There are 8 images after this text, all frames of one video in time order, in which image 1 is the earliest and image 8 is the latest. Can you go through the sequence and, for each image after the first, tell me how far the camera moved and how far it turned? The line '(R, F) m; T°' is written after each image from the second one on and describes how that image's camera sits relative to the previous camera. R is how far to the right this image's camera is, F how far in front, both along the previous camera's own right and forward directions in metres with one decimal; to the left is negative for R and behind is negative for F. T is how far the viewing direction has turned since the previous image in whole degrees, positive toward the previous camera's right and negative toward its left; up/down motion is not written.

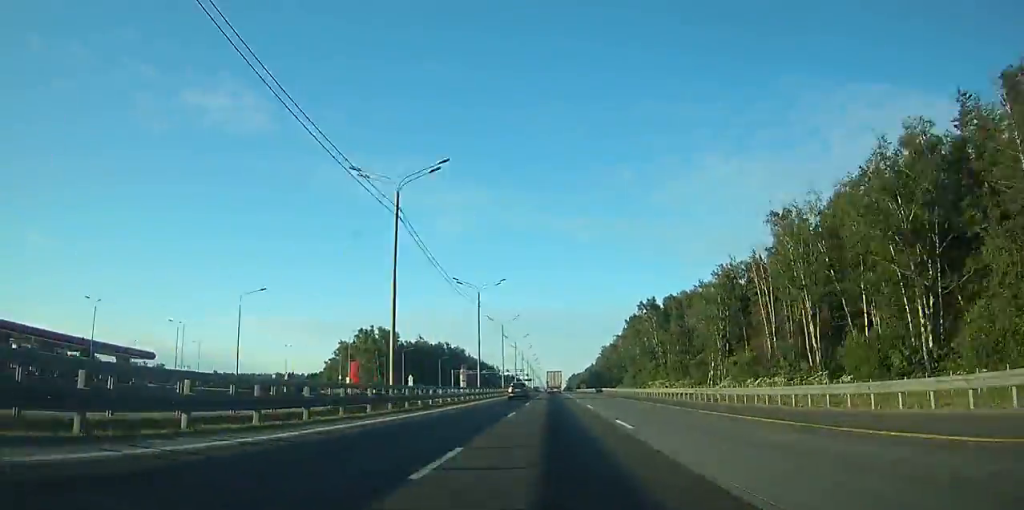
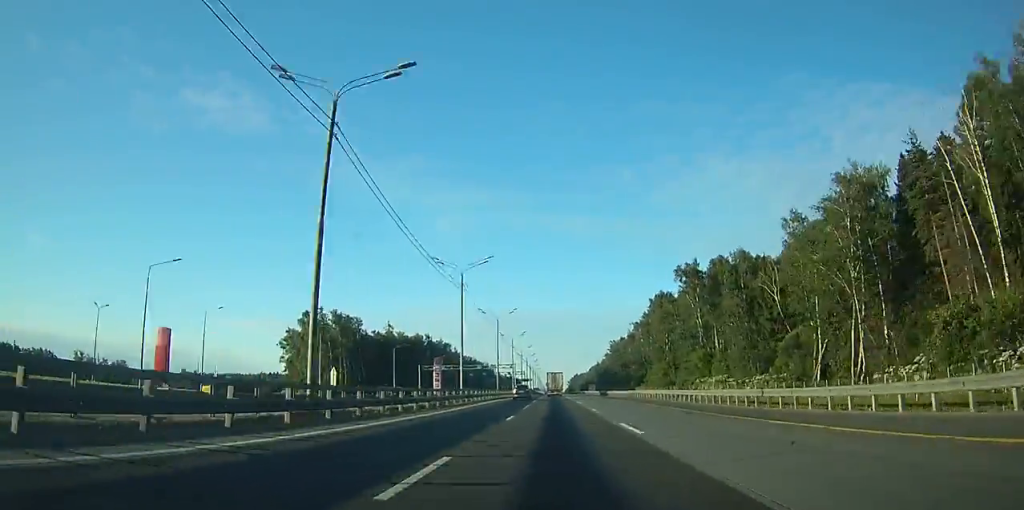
(-0.2, +47.9) m; 0°
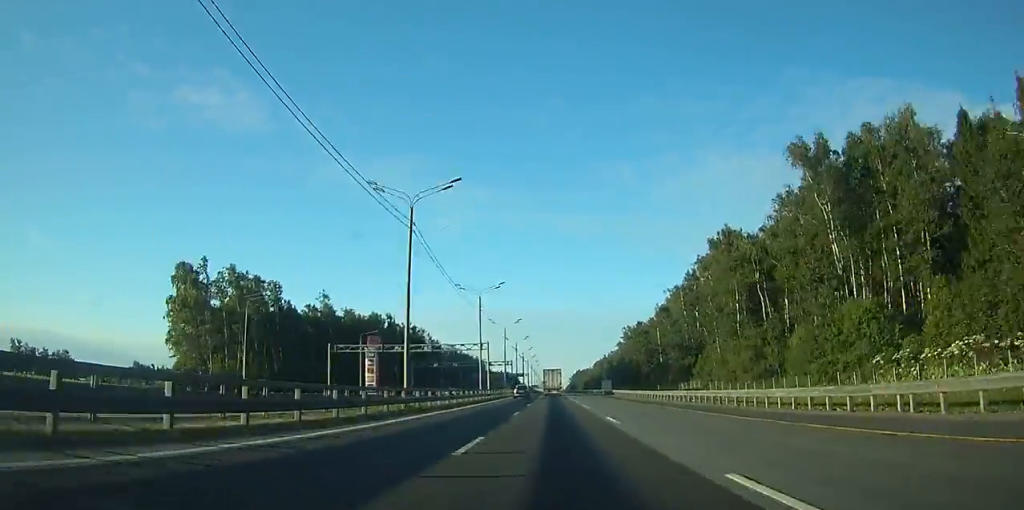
(+0.1, +54.4) m; 0°
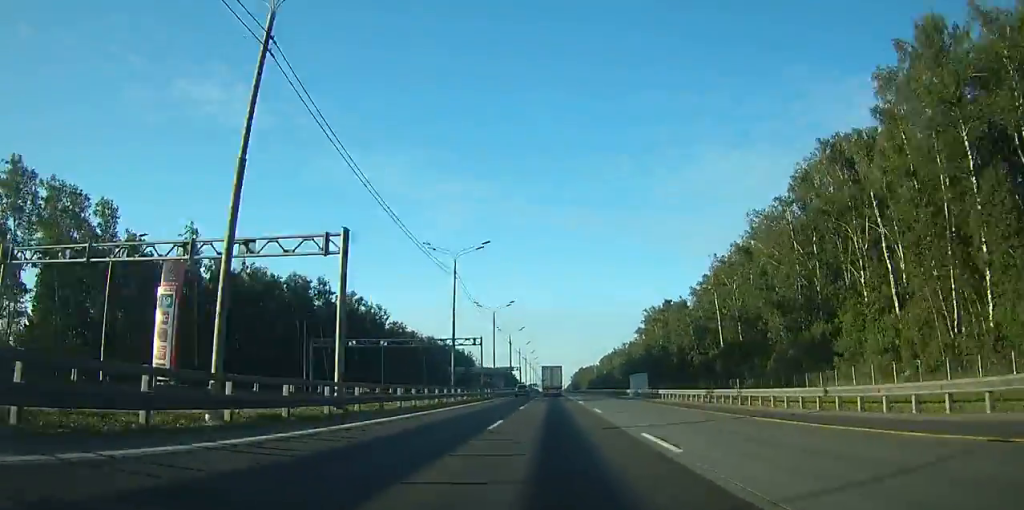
(0.0, +56.4) m; 0°
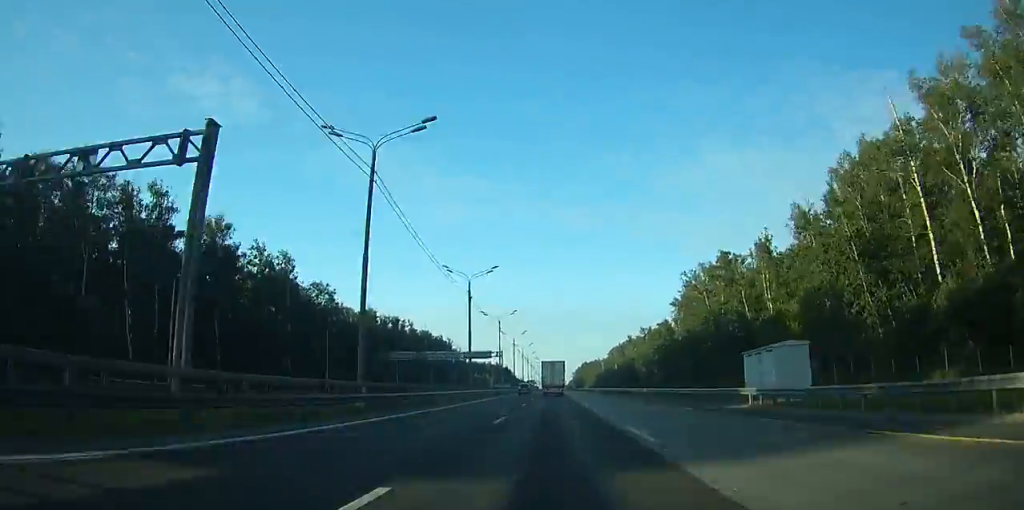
(0.0, +61.1) m; 0°
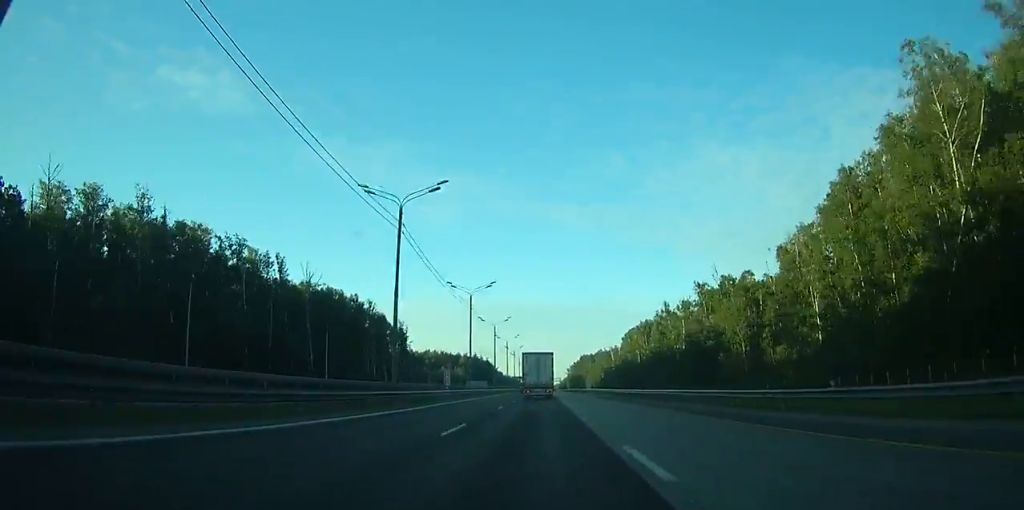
(+0.5, +104.2) m; +1°
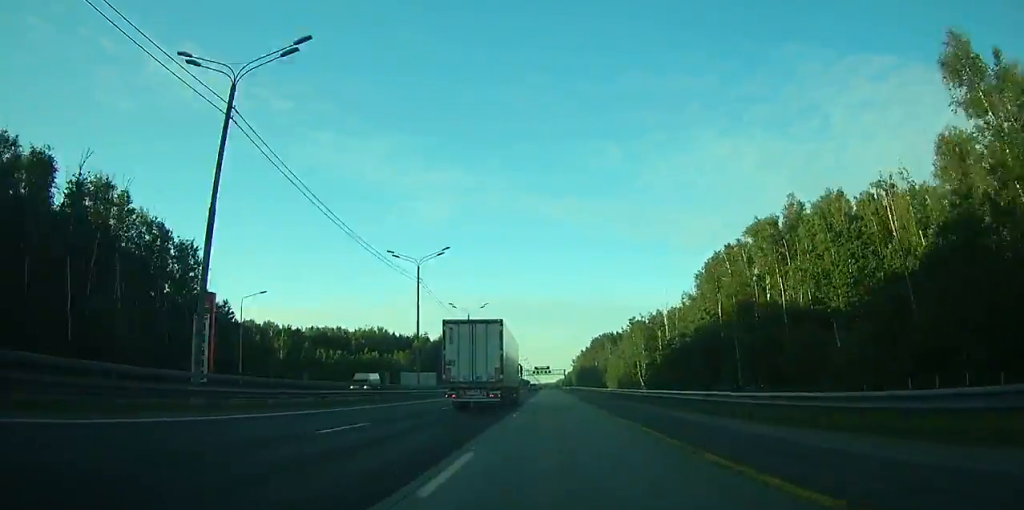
(+0.7, +128.7) m; 0°
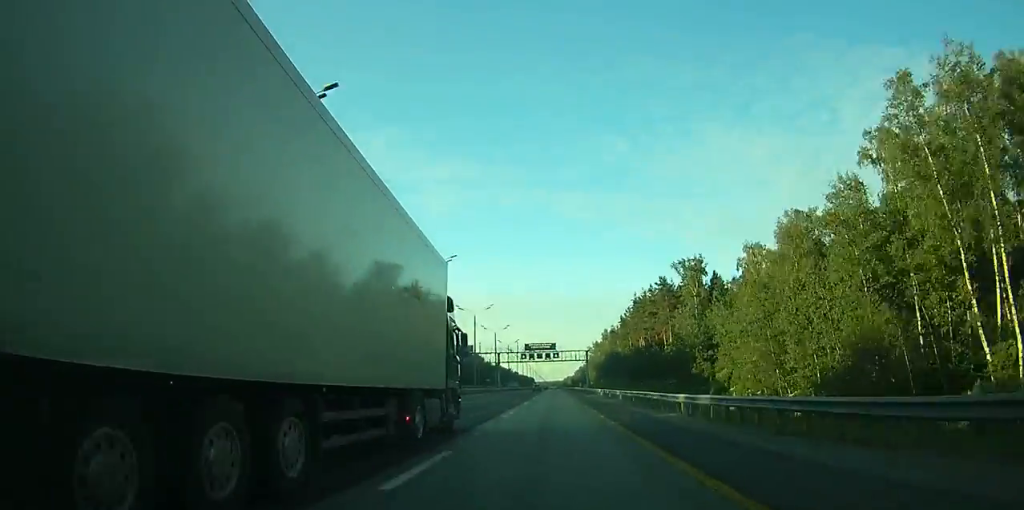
(-1.4, +142.0) m; -1°
